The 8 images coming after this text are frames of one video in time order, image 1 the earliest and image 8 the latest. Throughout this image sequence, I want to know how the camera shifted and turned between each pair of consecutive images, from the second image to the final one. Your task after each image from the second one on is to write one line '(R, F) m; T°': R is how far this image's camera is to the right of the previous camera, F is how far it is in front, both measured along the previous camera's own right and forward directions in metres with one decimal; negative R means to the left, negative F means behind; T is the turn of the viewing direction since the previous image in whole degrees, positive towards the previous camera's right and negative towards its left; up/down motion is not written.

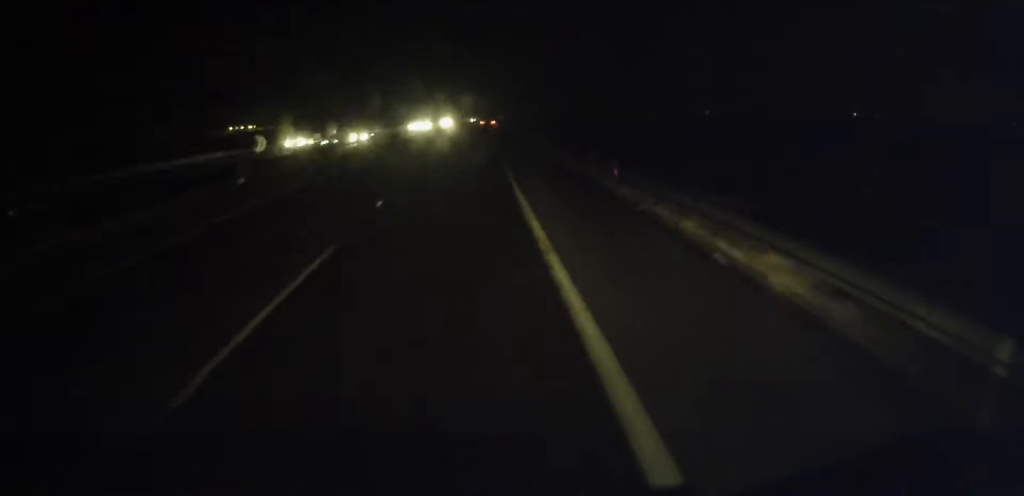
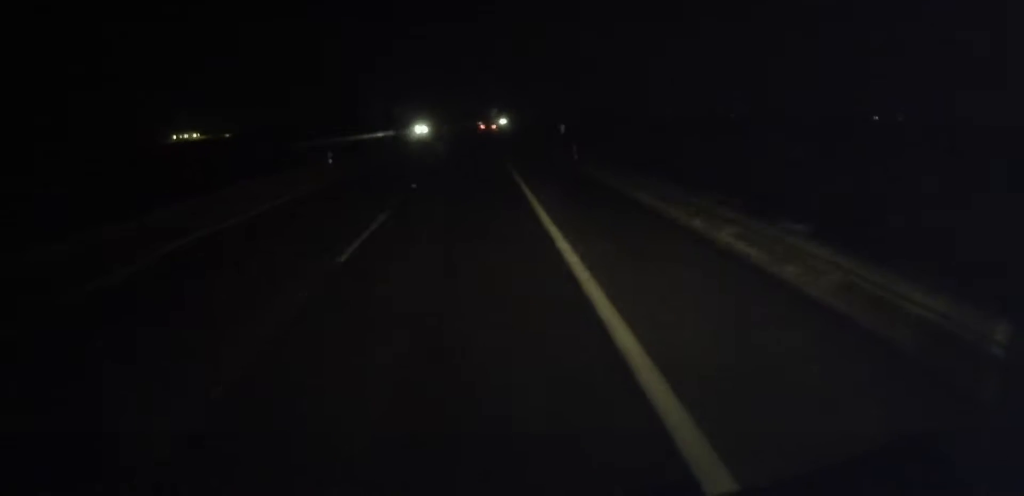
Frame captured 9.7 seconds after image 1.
(+7.0, +234.8) m; +3°
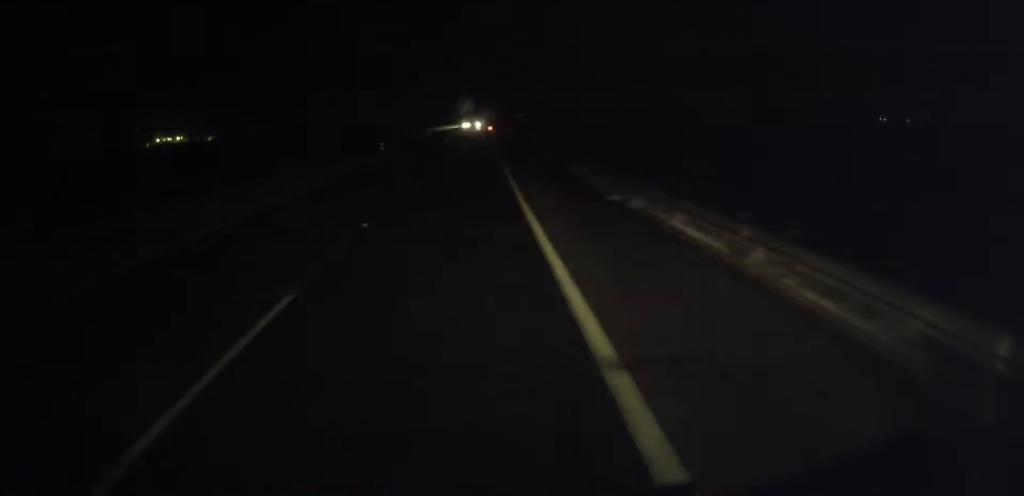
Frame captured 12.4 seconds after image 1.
(+0.7, +62.6) m; +1°
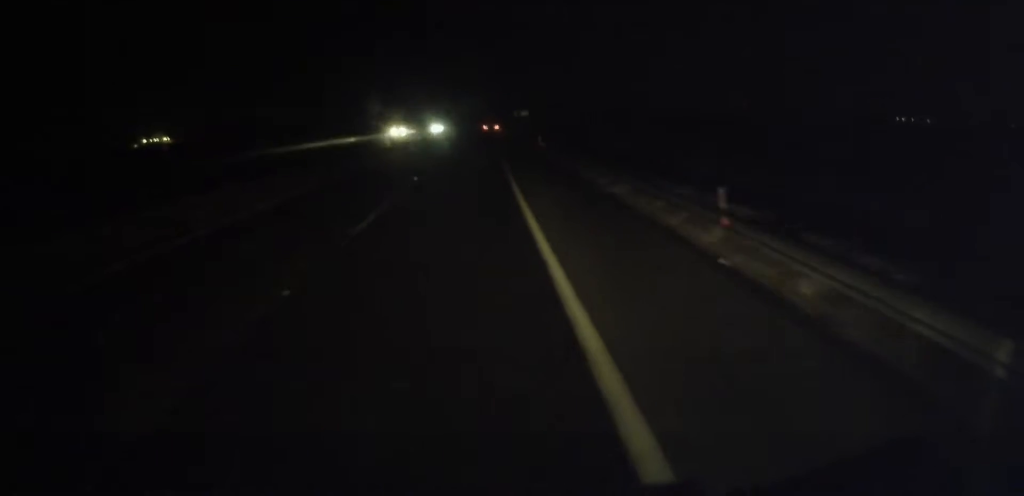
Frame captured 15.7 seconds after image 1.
(+1.0, +75.3) m; +1°
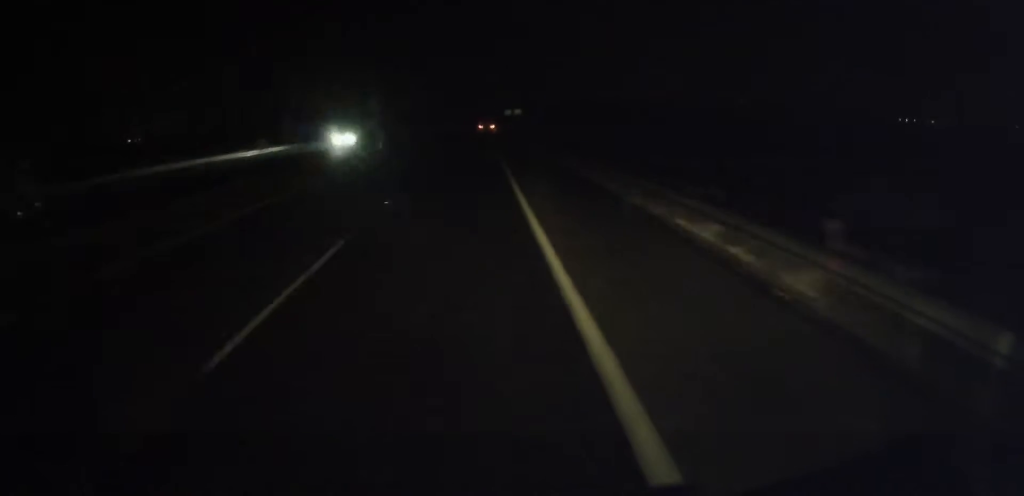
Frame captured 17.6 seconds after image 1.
(+0.1, +41.6) m; +1°
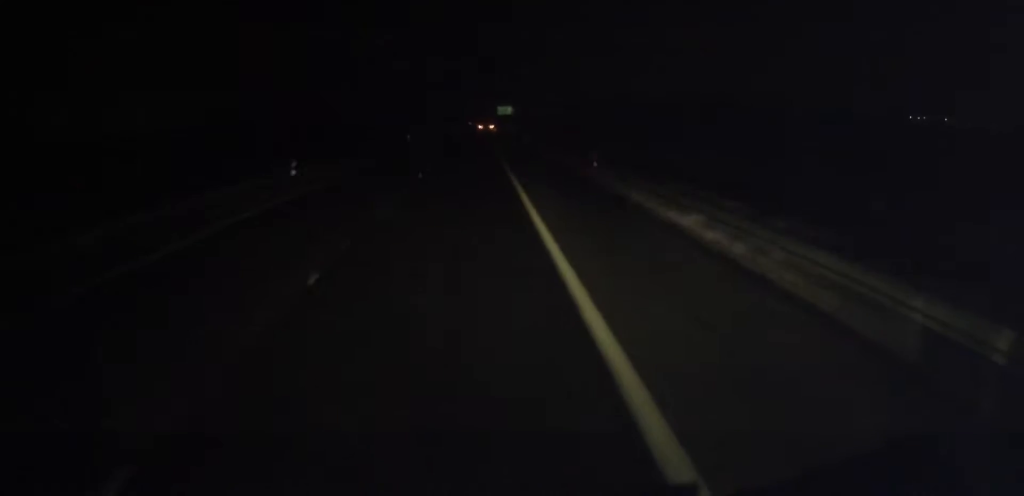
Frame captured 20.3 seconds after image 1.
(+0.4, +59.7) m; +1°
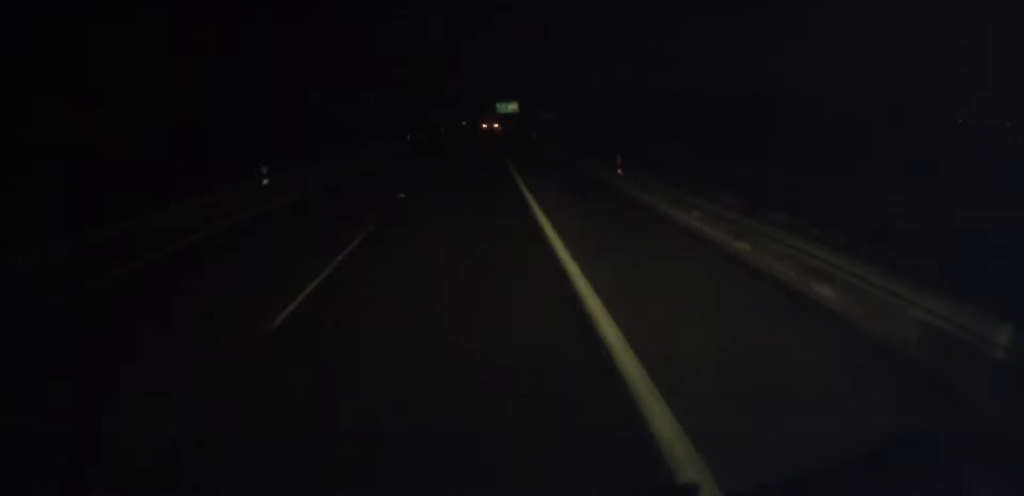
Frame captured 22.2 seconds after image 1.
(+0.2, +42.1) m; +1°
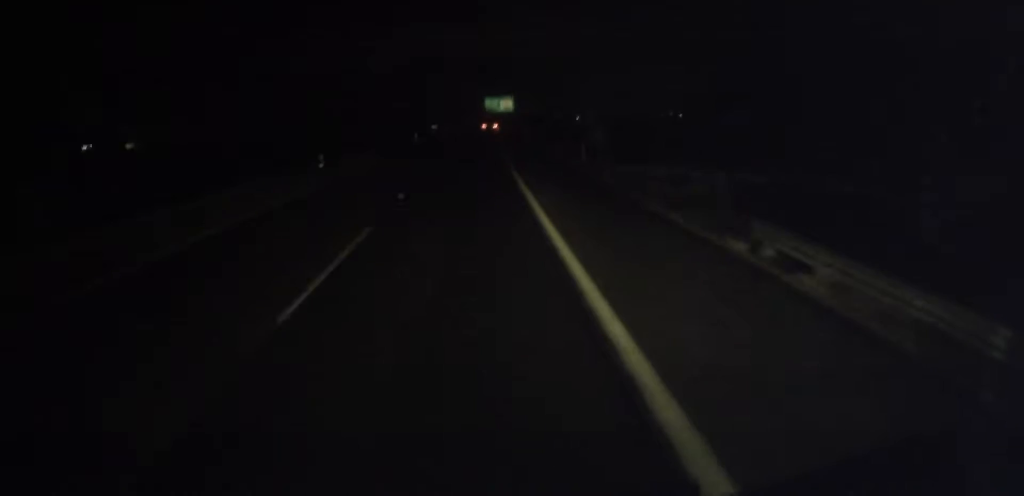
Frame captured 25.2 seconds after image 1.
(+0.4, +70.0) m; +1°
